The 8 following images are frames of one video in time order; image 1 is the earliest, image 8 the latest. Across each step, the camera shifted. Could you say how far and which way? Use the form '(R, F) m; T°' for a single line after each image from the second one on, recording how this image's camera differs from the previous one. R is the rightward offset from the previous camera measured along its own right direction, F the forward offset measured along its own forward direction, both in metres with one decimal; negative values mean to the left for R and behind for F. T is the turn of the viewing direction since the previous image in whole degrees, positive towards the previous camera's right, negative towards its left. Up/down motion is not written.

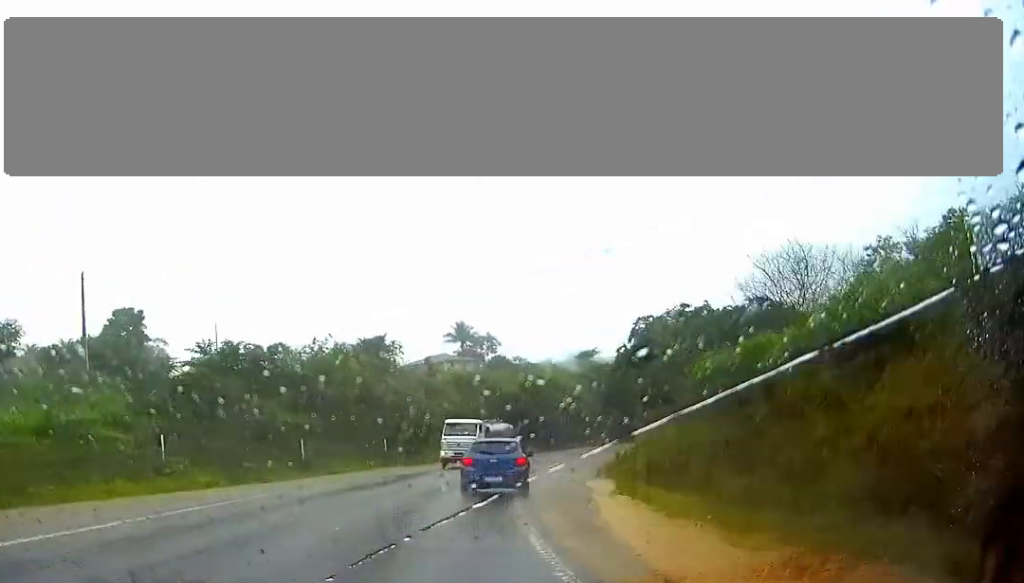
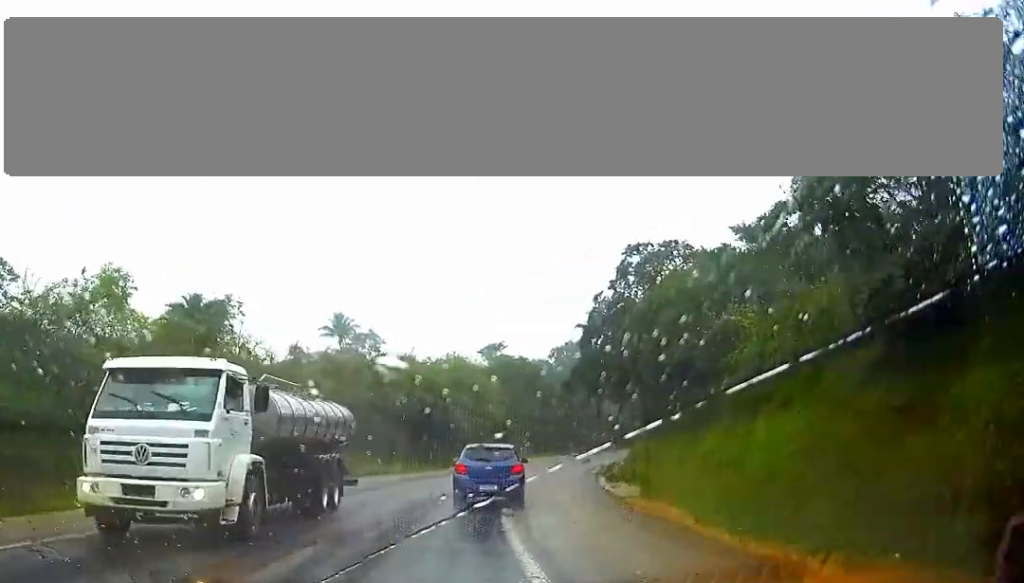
(+1.4, +22.2) m; +8°
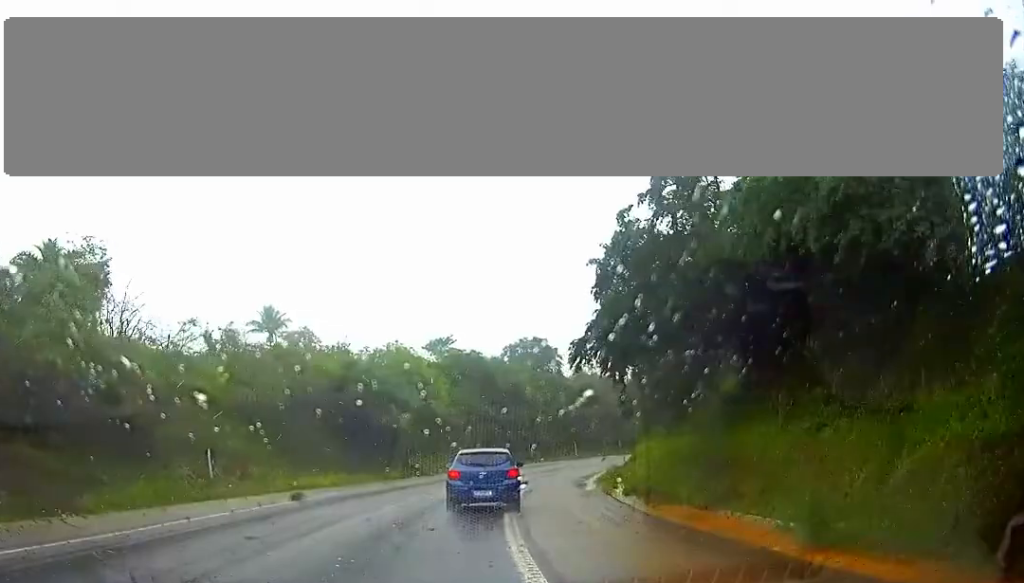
(+0.6, +12.0) m; +5°
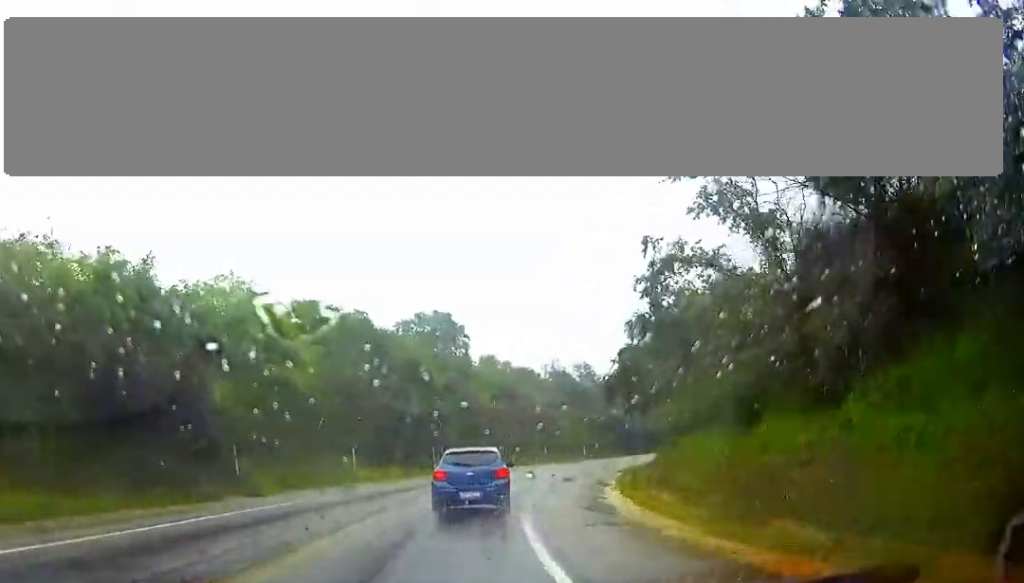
(+1.6, +23.9) m; +8°
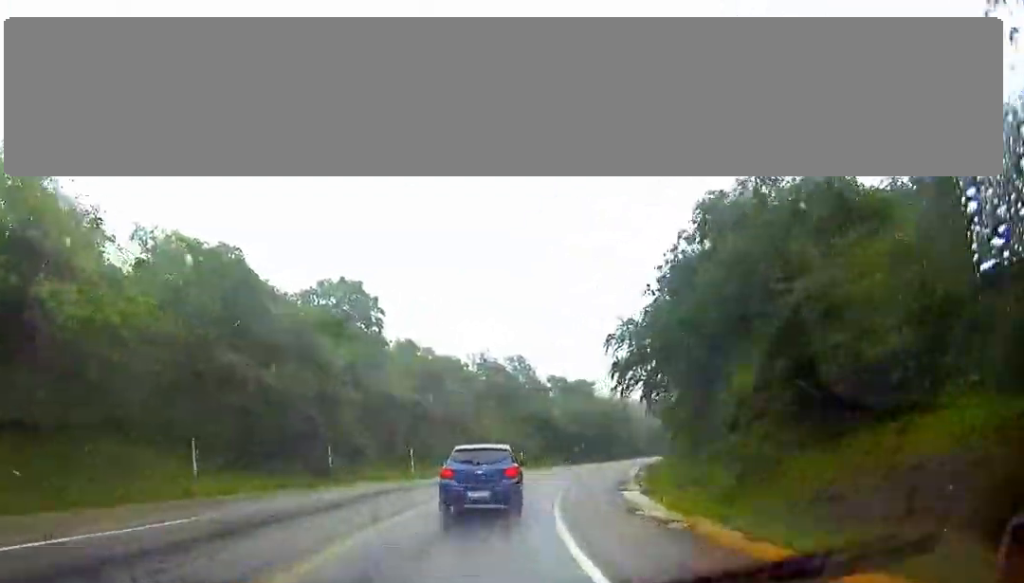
(+0.9, +16.8) m; +5°
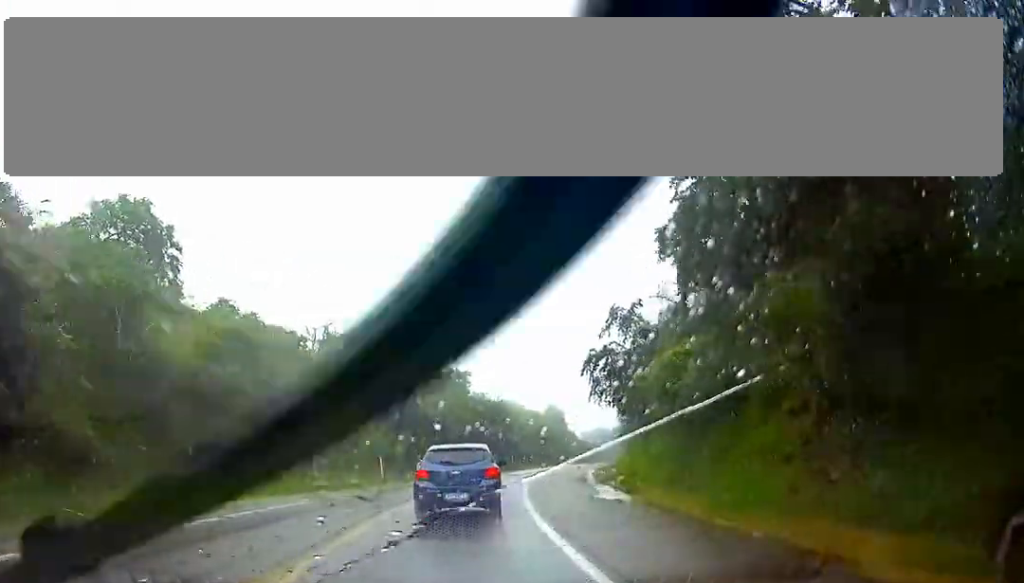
(+1.6, +22.6) m; +8°
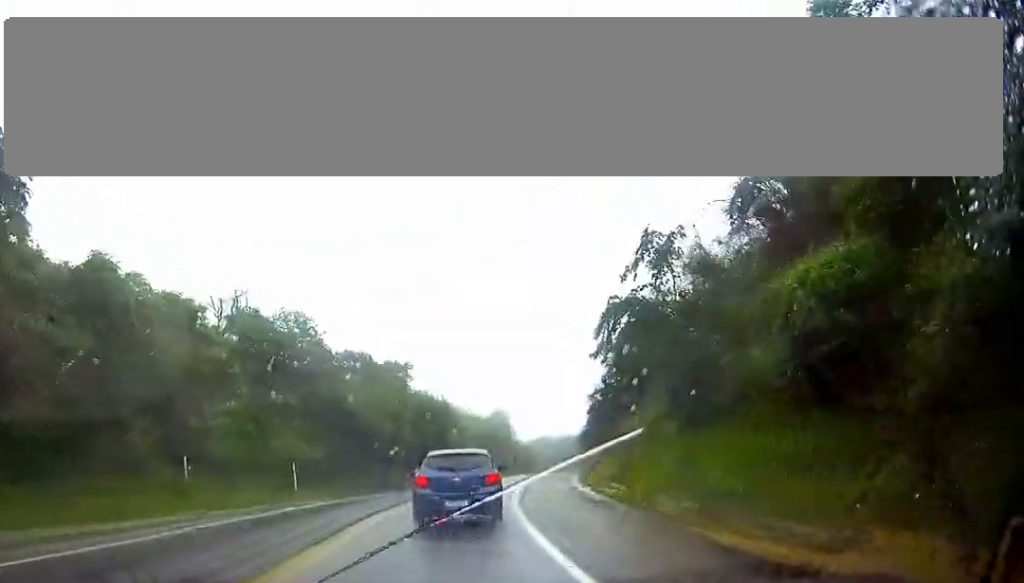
(+0.6, +13.5) m; +5°
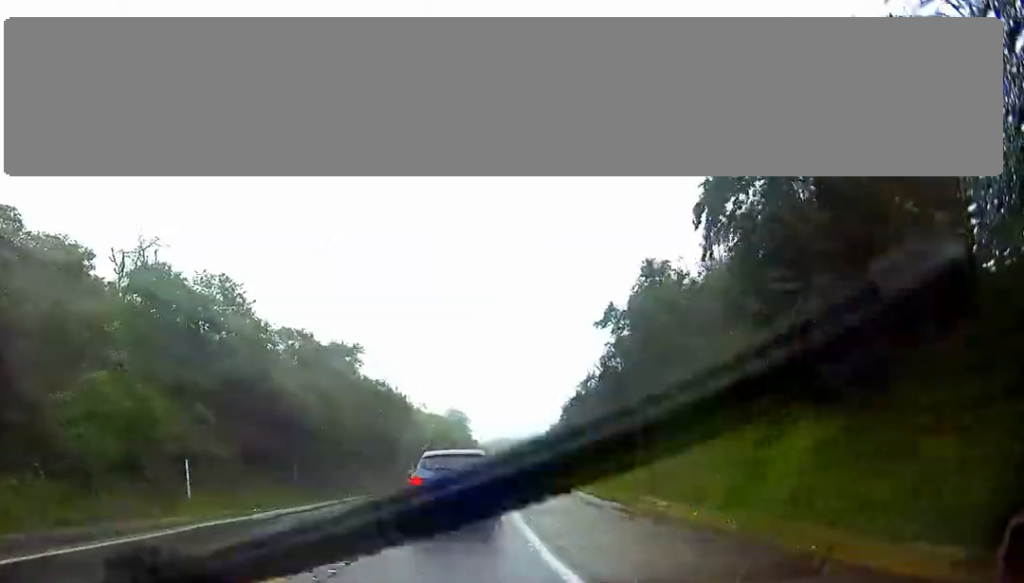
(+0.3, +11.4) m; +4°
